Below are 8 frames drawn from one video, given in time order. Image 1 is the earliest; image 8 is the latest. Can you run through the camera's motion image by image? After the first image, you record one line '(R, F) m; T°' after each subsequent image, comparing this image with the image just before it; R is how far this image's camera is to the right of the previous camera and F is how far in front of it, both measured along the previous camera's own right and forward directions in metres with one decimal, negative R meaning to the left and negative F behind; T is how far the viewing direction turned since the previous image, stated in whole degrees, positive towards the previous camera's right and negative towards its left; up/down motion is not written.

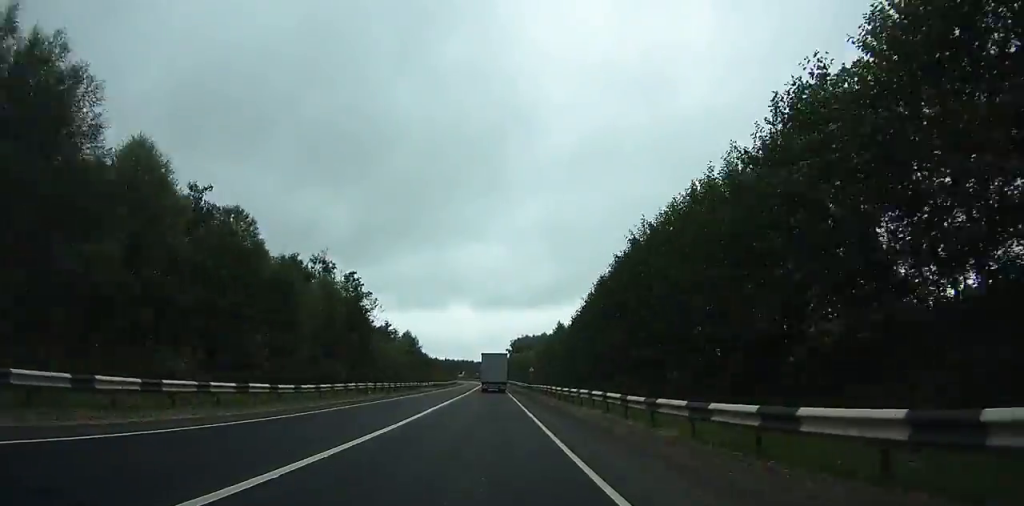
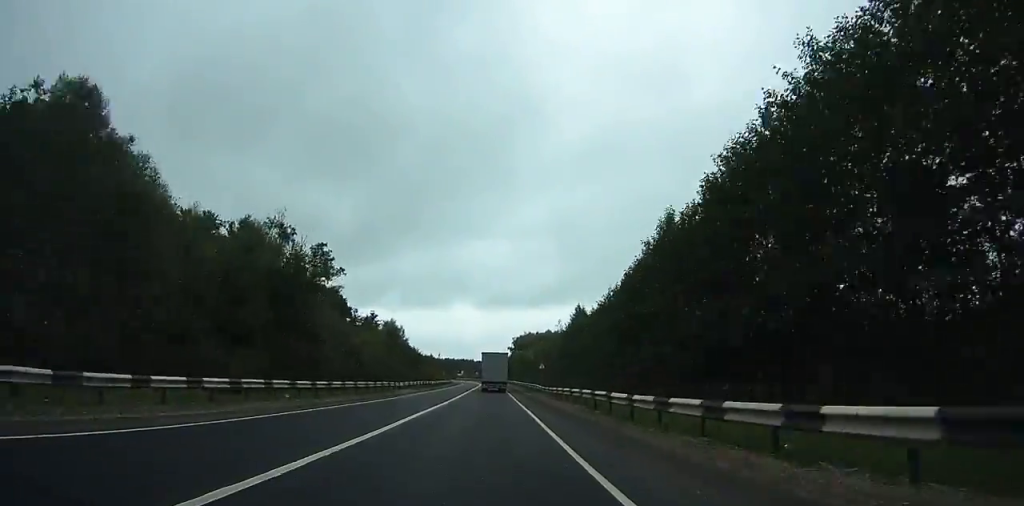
(+0.1, +18.7) m; 0°
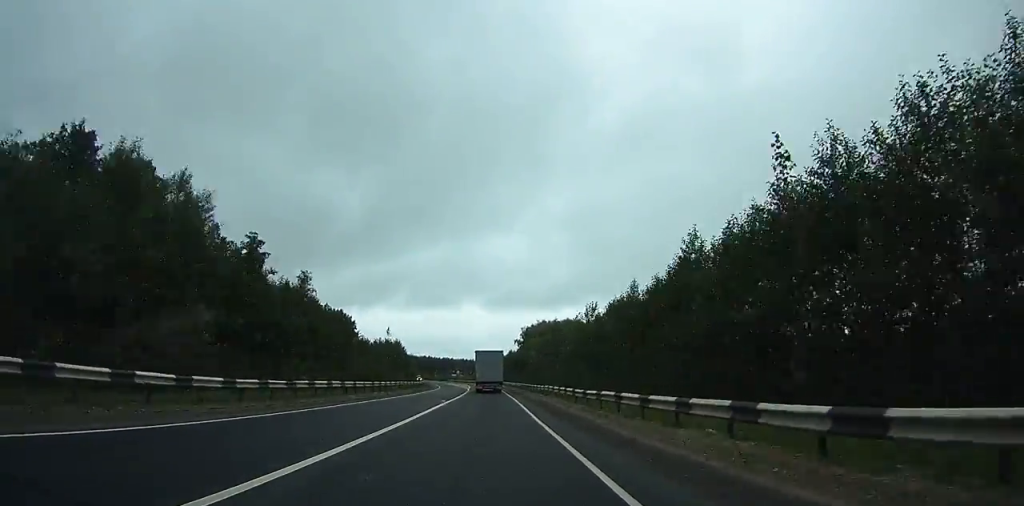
(0.0, +67.5) m; 0°
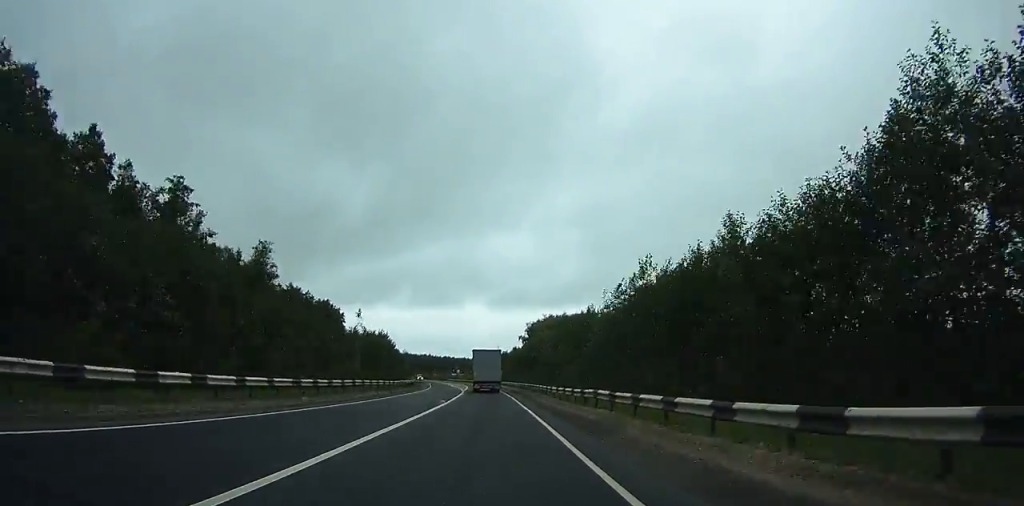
(0.0, +17.2) m; 0°
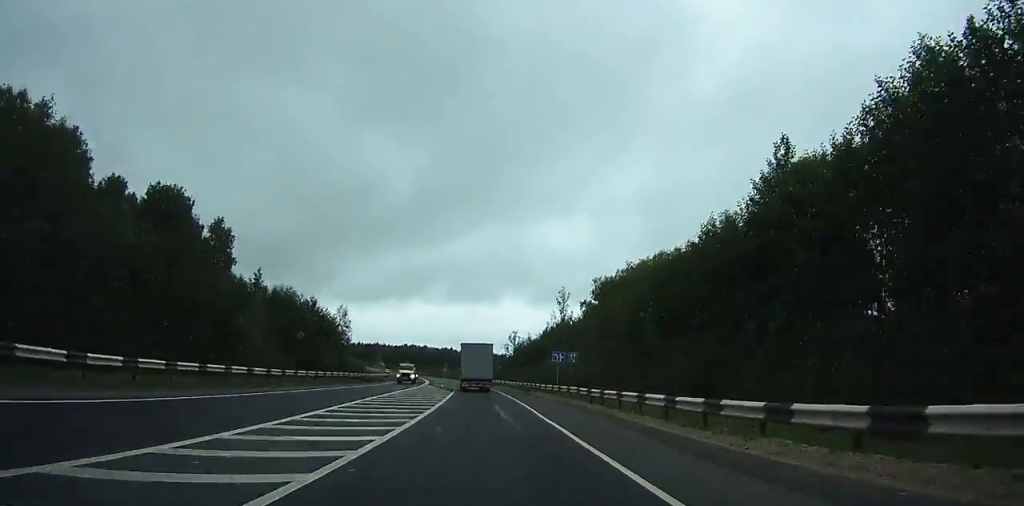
(-0.9, +90.2) m; -2°
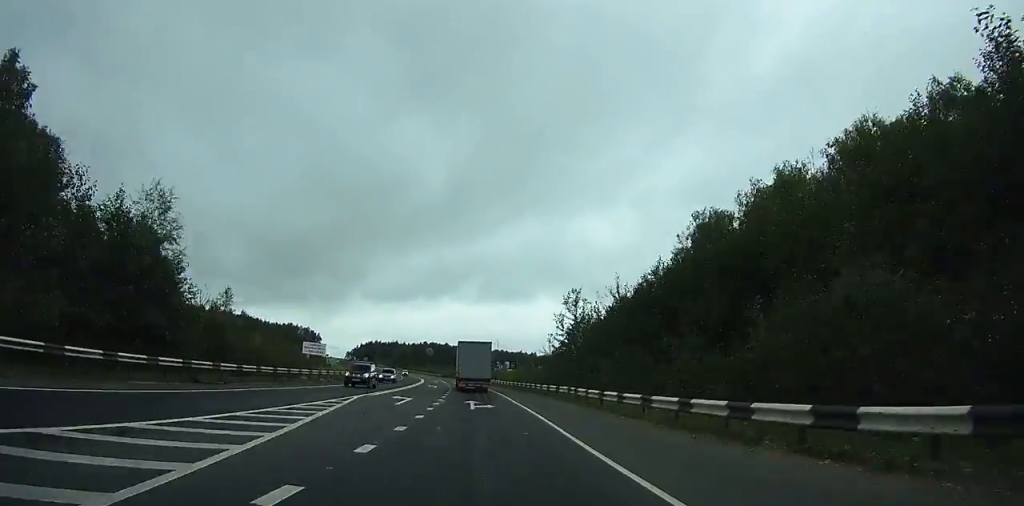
(-0.9, +46.4) m; -2°
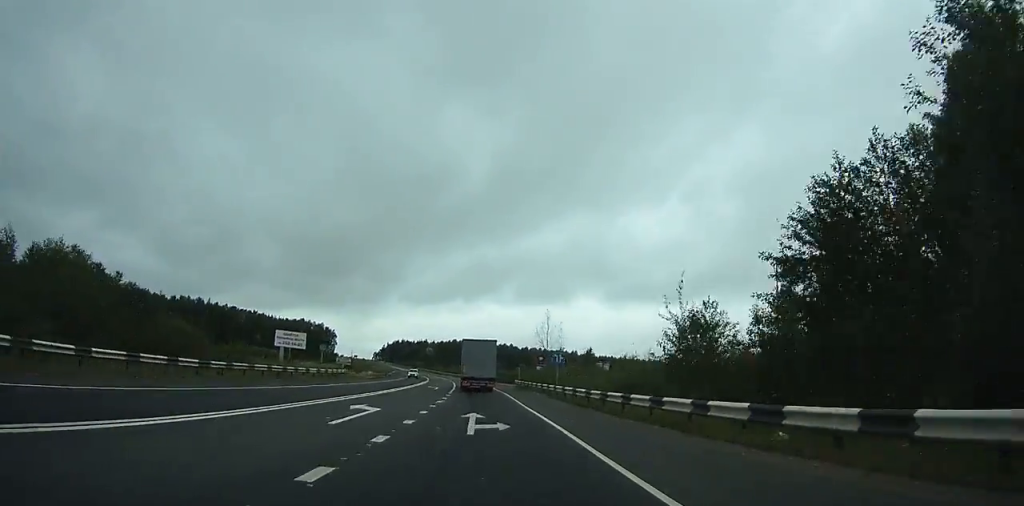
(-0.9, +42.8) m; -3°
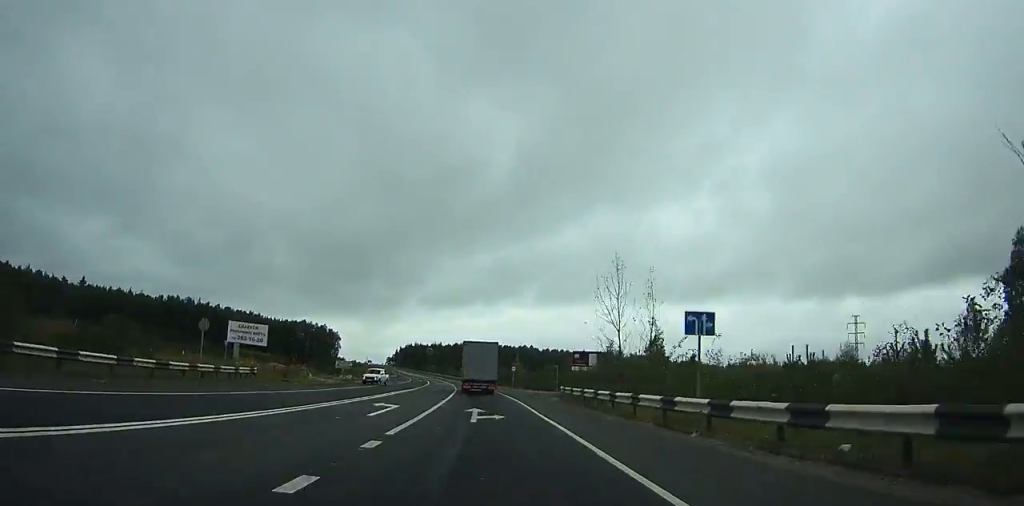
(-0.7, +28.5) m; -2°
